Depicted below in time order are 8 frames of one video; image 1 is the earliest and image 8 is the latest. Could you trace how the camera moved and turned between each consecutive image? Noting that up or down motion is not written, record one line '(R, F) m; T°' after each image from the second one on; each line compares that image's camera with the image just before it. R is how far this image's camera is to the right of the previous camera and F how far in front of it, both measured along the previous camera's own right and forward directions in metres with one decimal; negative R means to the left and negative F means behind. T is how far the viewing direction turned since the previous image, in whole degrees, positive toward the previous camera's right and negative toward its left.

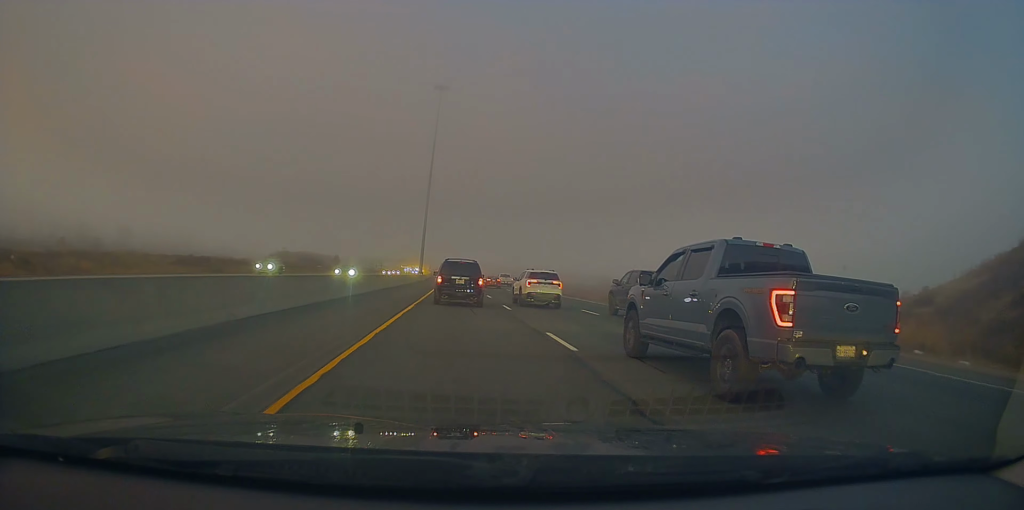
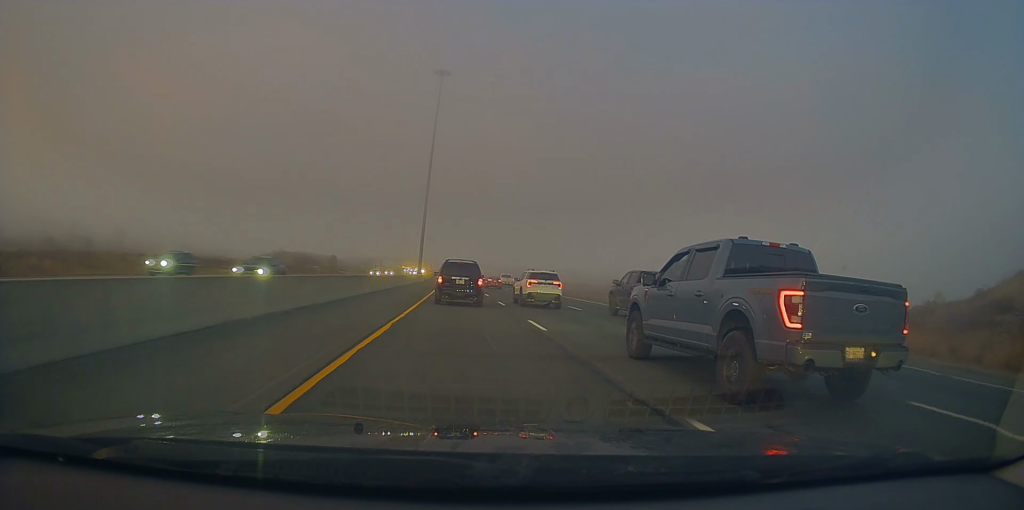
(+0.1, +7.9) m; +1°
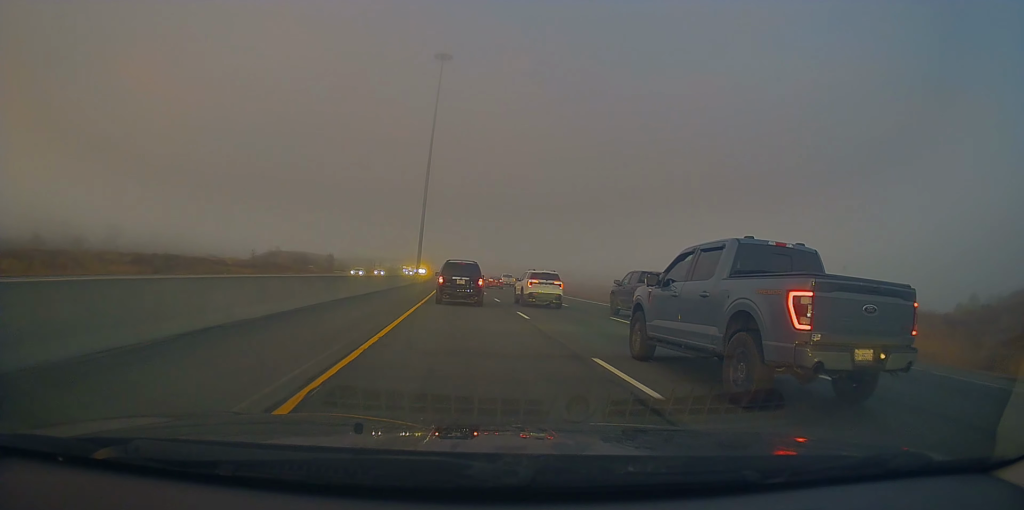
(+0.1, +7.5) m; 0°
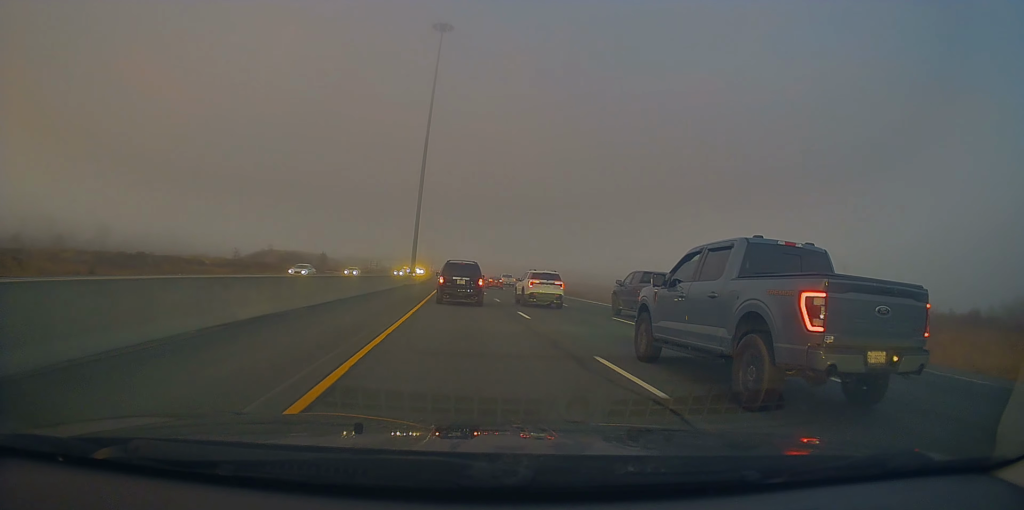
(+0.2, +10.4) m; -1°
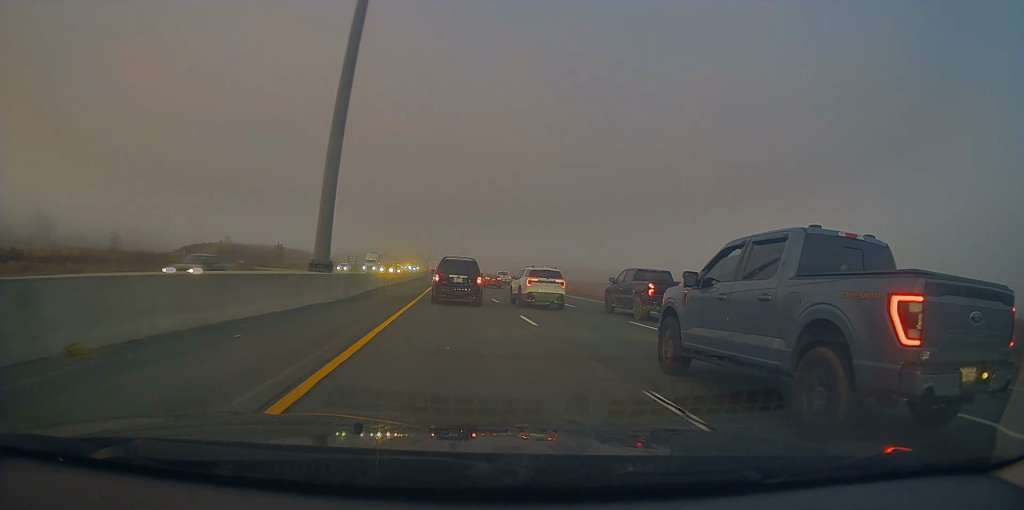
(-0.9, +53.7) m; -1°
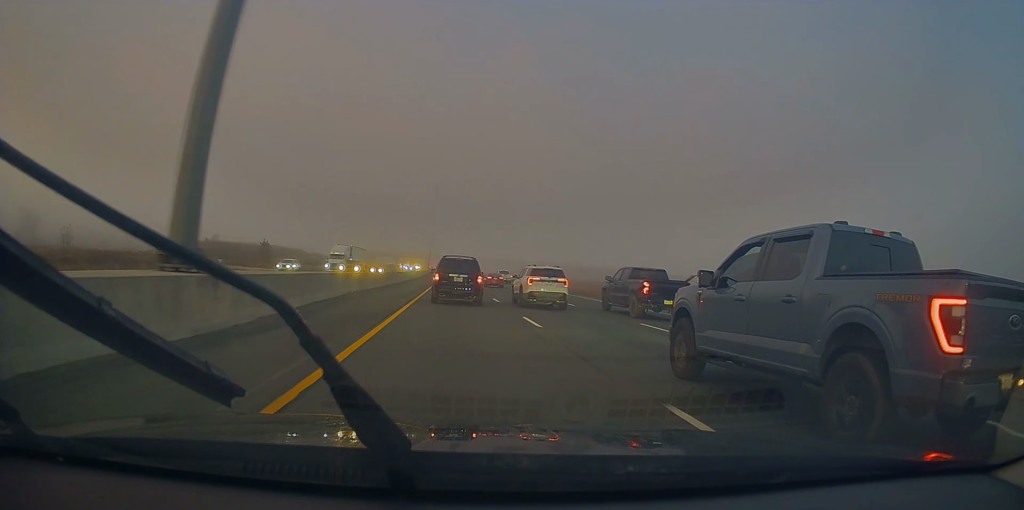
(+0.1, +13.3) m; +1°
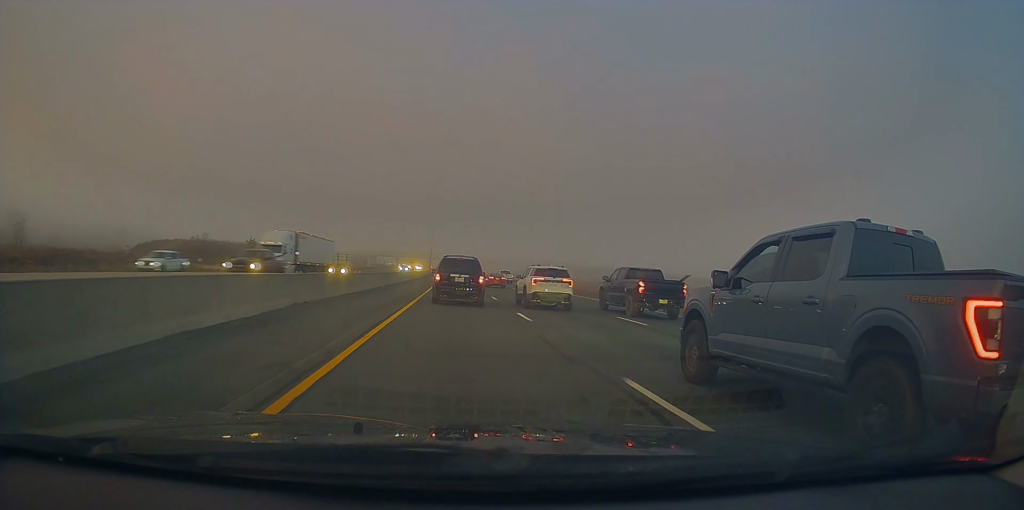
(+0.1, +10.5) m; 0°
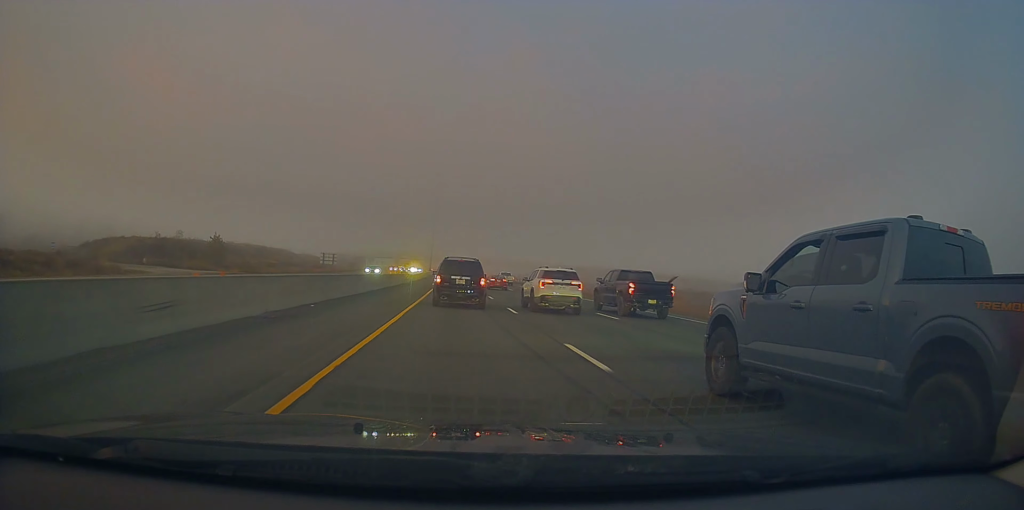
(-0.2, +19.5) m; -3°
